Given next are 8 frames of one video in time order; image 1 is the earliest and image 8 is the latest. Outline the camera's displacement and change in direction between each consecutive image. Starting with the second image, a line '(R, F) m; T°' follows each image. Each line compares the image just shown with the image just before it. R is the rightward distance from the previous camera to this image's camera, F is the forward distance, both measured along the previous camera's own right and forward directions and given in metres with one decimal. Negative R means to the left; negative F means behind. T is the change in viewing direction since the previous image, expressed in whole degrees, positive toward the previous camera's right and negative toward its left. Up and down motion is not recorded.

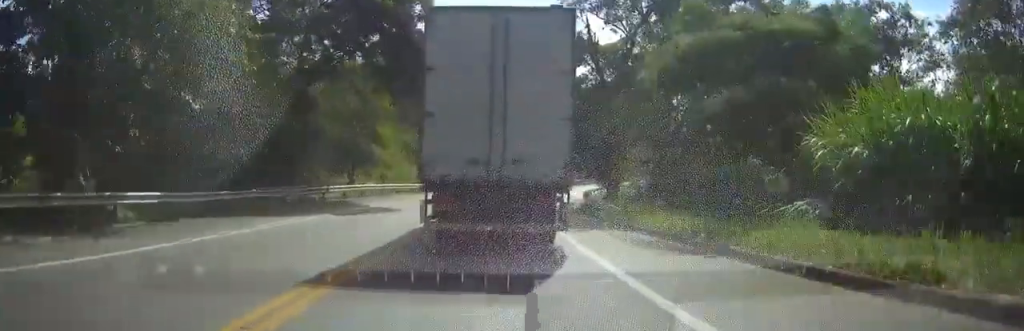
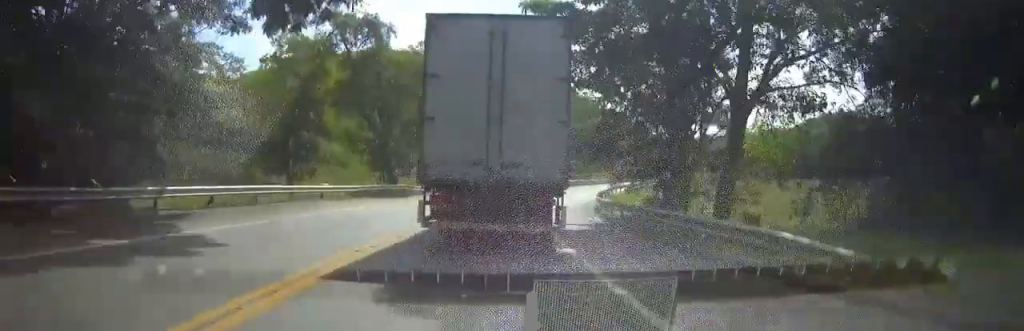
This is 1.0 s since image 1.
(0.0, +15.0) m; 0°
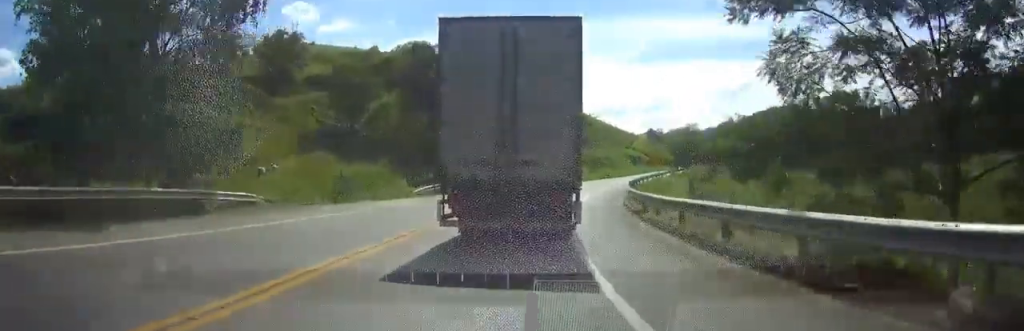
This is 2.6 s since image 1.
(0.0, +25.2) m; 0°
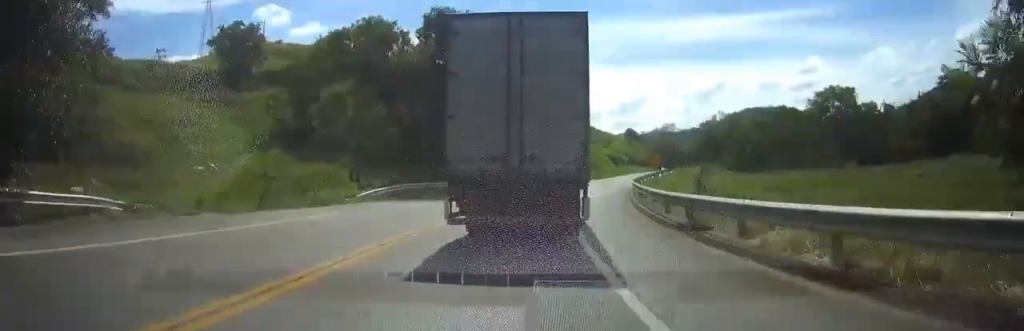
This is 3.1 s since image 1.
(0.0, +9.6) m; 0°
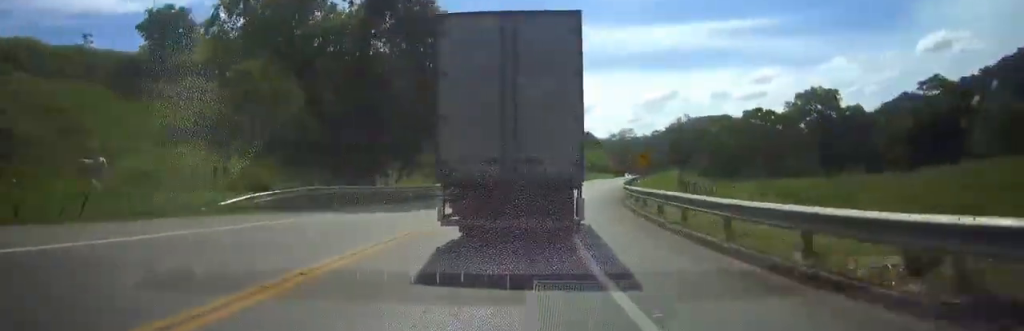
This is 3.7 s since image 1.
(0.0, +11.4) m; 0°
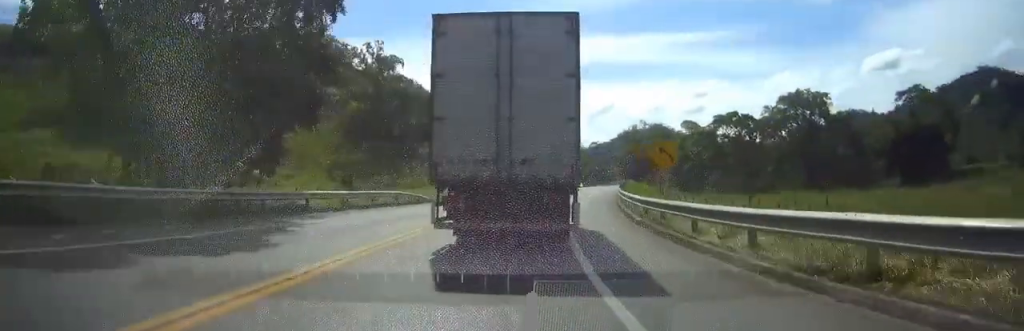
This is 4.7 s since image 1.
(+0.1, +17.9) m; +7°
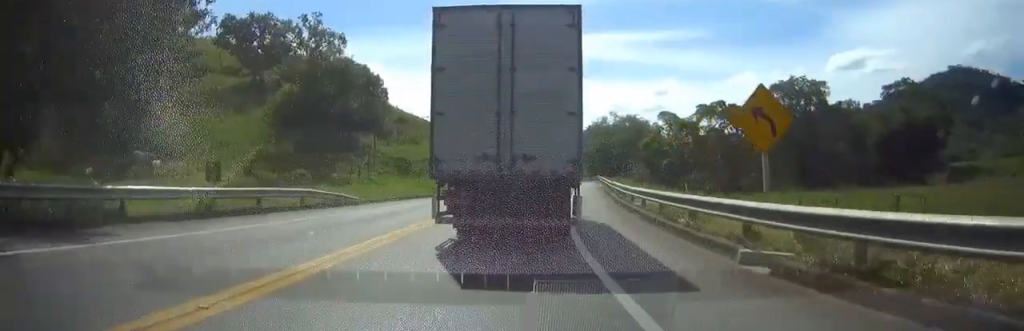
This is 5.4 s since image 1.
(-1.0, +11.7) m; +12°
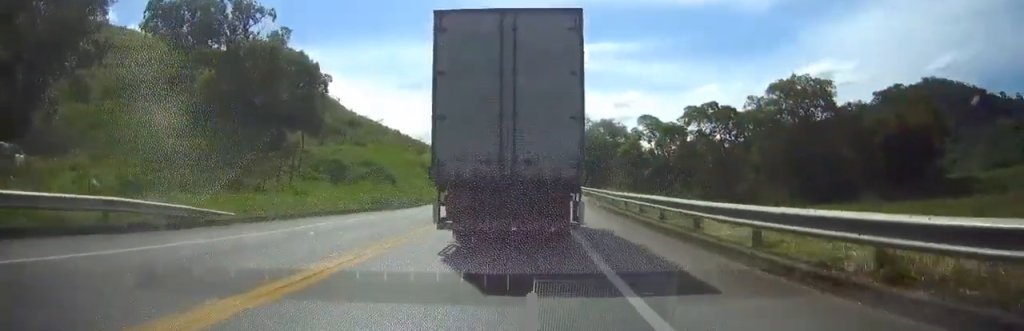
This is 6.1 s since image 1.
(+3.7, +11.8) m; +13°
